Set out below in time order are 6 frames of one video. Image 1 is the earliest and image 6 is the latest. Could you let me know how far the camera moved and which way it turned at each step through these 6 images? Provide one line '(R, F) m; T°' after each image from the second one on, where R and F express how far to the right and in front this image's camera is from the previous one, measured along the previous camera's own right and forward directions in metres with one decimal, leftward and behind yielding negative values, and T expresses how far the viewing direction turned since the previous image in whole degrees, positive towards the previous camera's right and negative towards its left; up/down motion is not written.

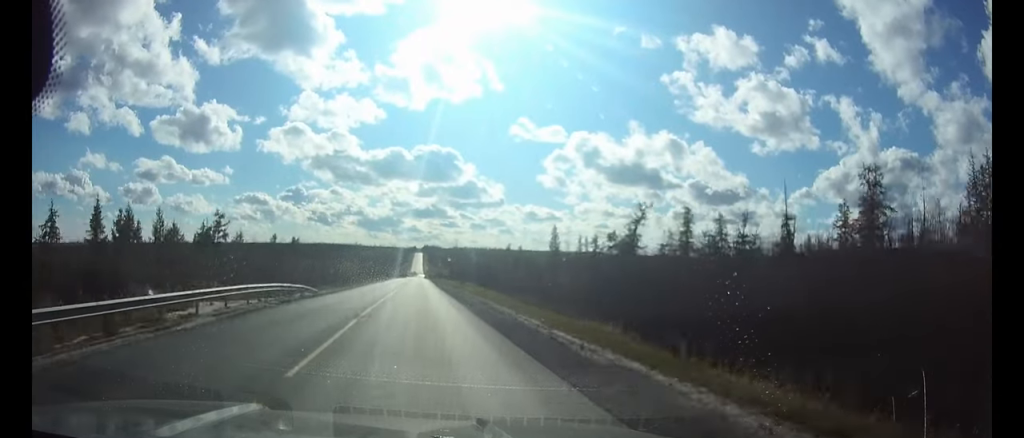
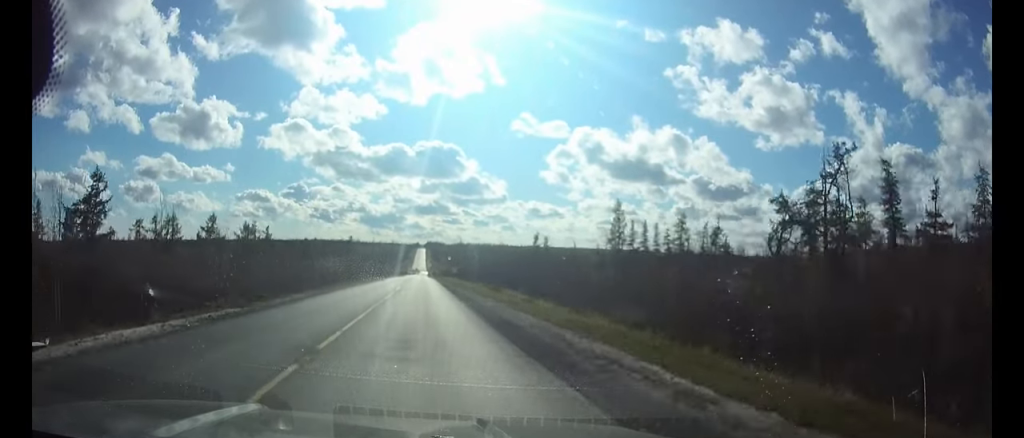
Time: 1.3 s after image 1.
(0.0, +31.8) m; 0°
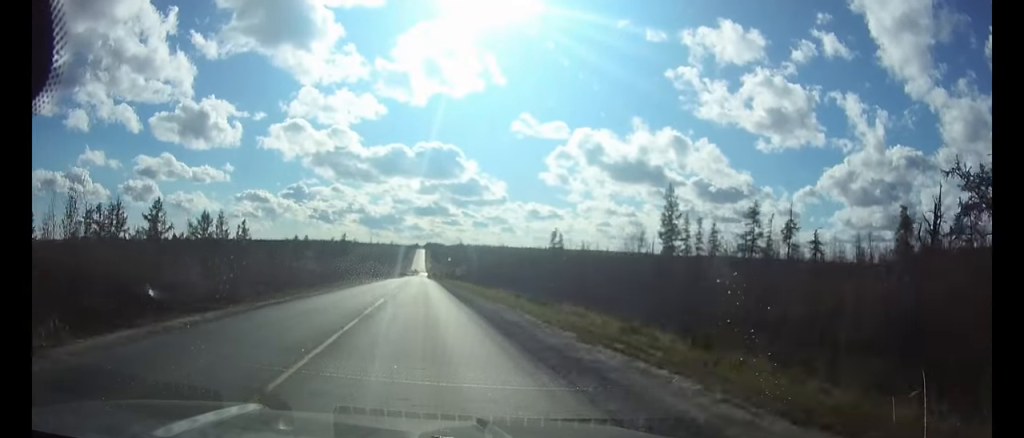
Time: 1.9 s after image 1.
(0.0, +15.6) m; 0°
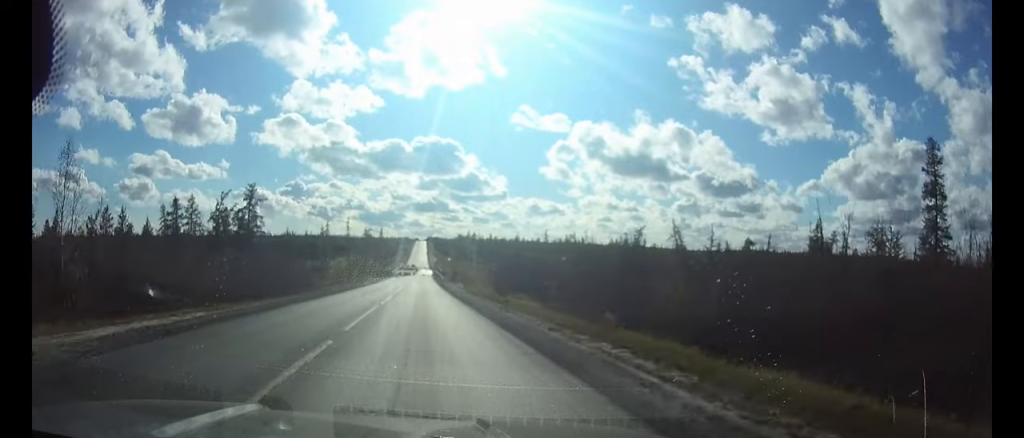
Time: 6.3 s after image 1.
(-0.1, +101.2) m; 0°
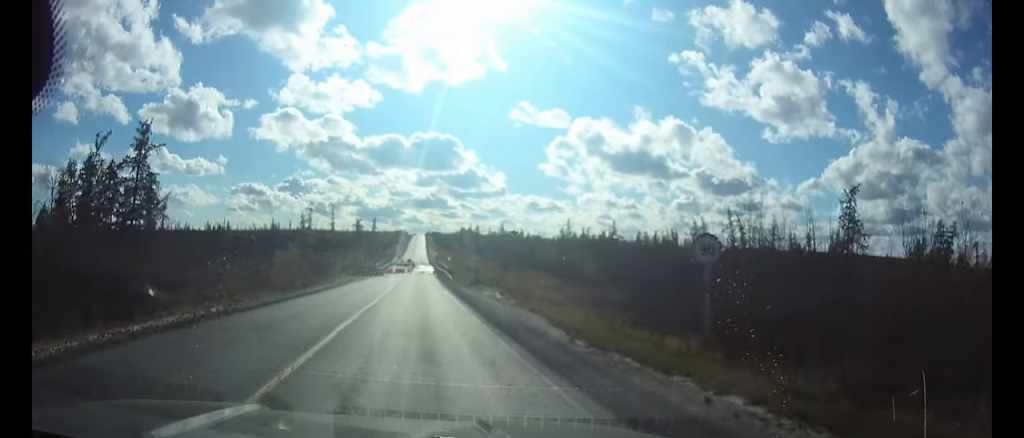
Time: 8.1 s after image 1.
(+0.1, +36.4) m; 0°
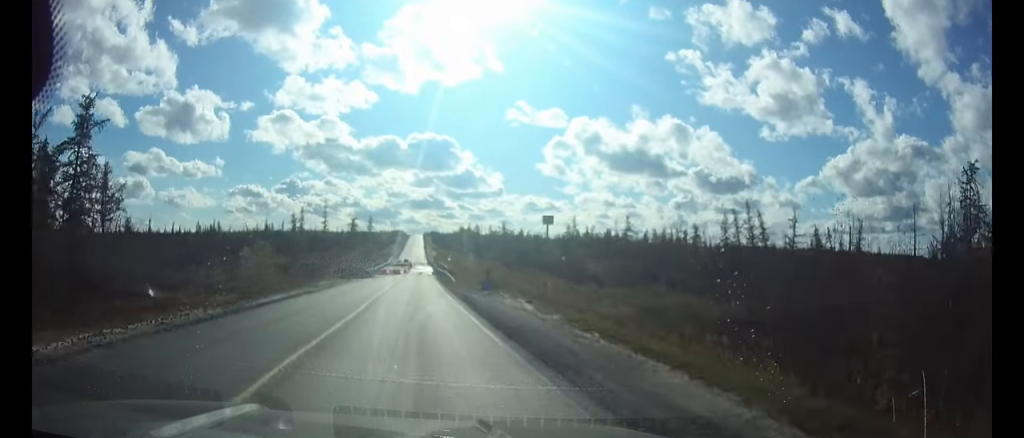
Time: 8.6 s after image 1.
(0.0, +10.8) m; 0°
